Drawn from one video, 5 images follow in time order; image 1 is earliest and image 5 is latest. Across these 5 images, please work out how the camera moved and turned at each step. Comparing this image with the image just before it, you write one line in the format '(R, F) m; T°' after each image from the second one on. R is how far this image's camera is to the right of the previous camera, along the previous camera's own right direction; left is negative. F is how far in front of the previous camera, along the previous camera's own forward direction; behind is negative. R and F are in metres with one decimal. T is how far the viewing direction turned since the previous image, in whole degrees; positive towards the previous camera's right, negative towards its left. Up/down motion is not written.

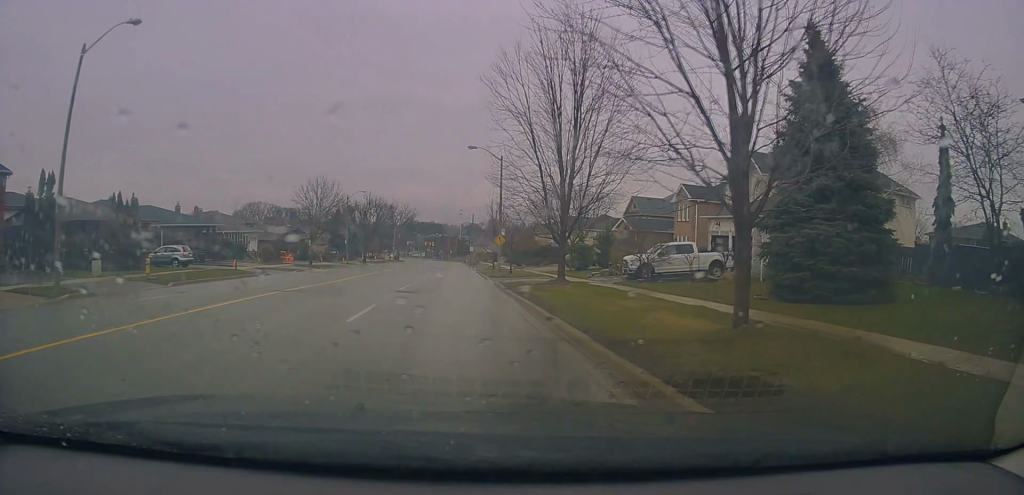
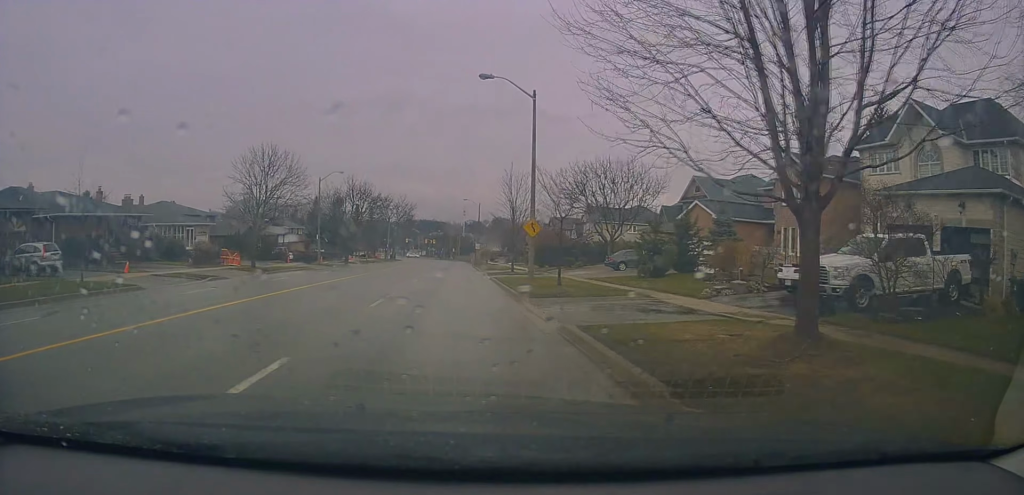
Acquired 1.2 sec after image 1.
(+0.4, +19.0) m; +1°
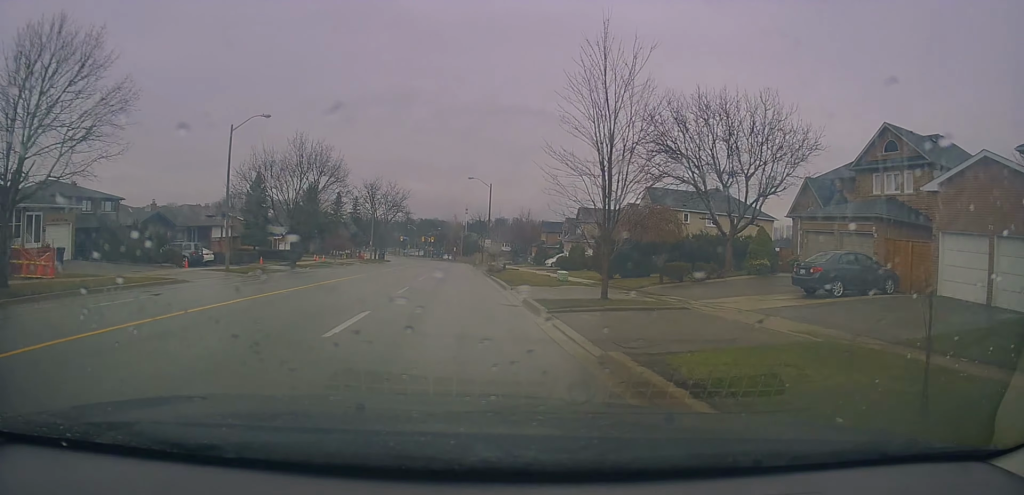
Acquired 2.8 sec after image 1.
(0.0, +22.9) m; -1°
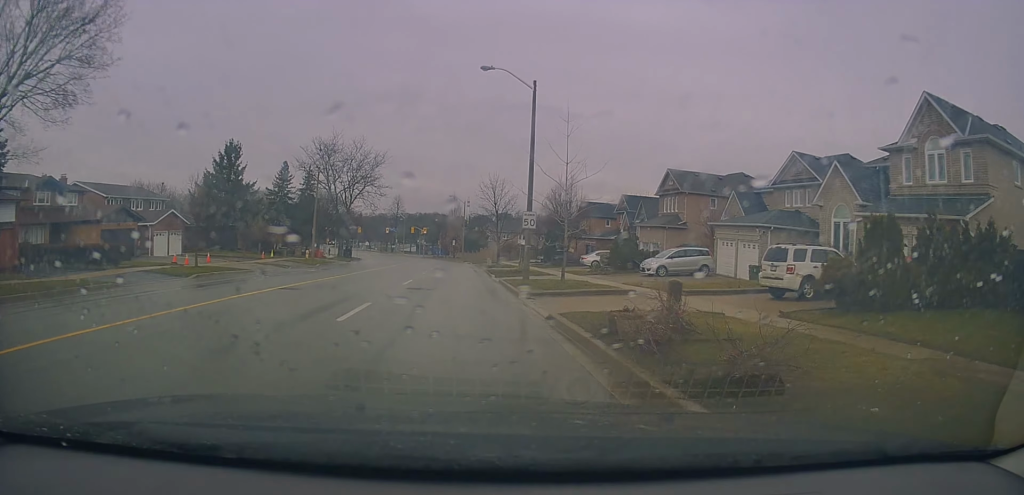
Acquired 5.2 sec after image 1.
(+0.2, +35.4) m; +1°
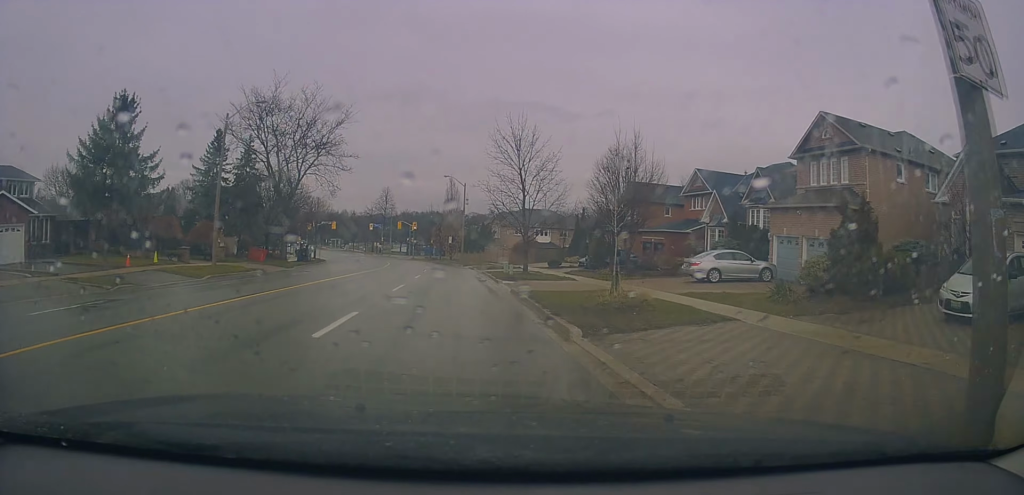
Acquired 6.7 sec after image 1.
(-0.1, +21.1) m; 0°
